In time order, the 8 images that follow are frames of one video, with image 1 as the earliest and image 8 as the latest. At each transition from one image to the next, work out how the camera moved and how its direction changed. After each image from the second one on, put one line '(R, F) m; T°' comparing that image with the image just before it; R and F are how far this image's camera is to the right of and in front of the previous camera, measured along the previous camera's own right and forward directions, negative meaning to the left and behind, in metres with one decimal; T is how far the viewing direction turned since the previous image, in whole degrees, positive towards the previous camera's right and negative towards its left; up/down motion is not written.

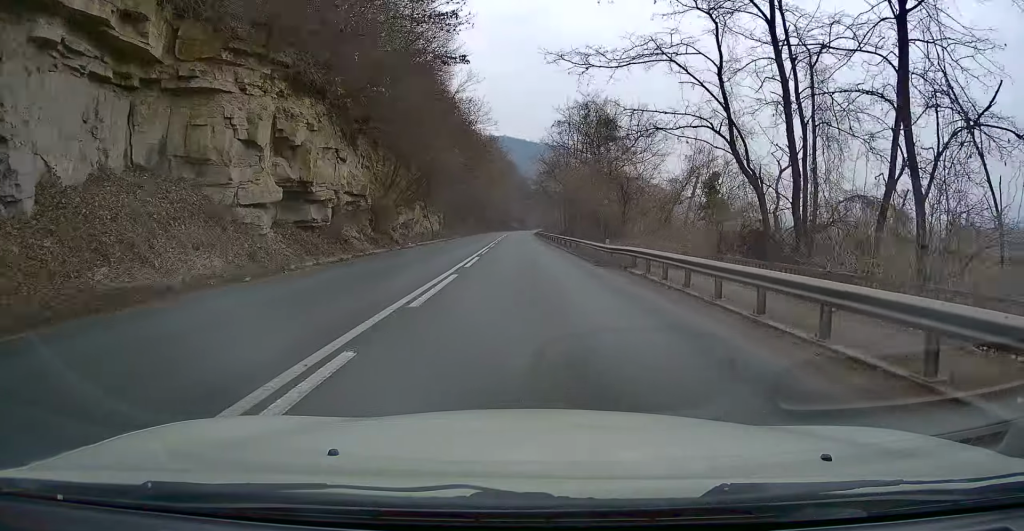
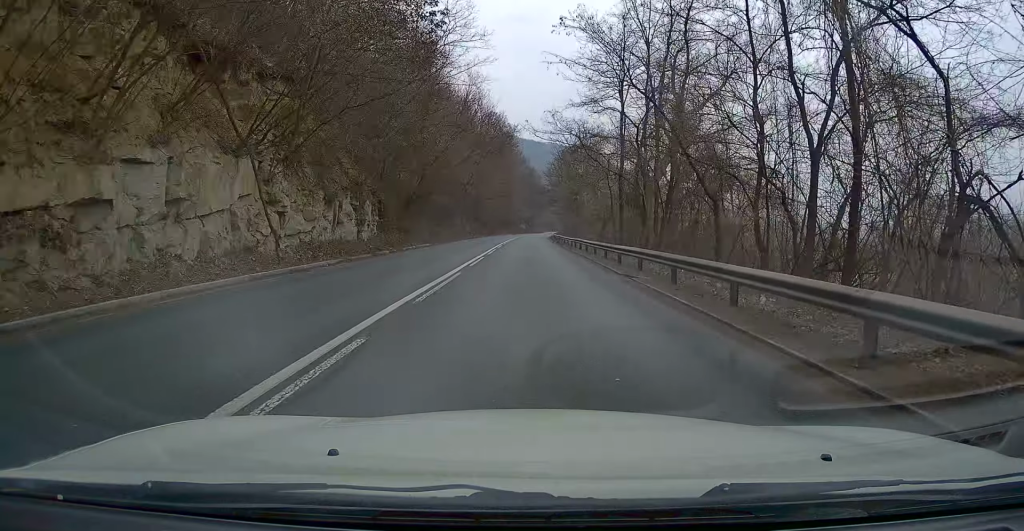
(-0.2, +35.1) m; -1°
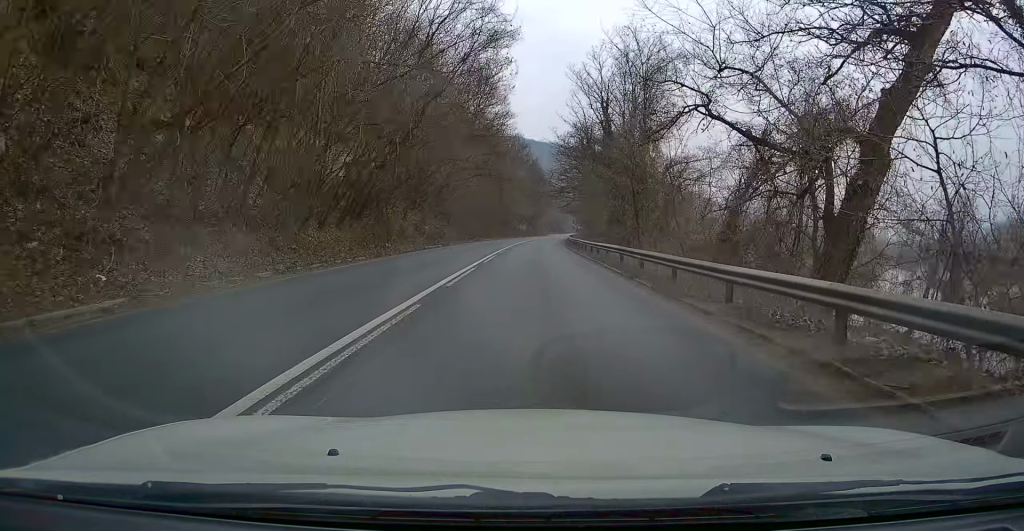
(+0.1, +32.9) m; 0°
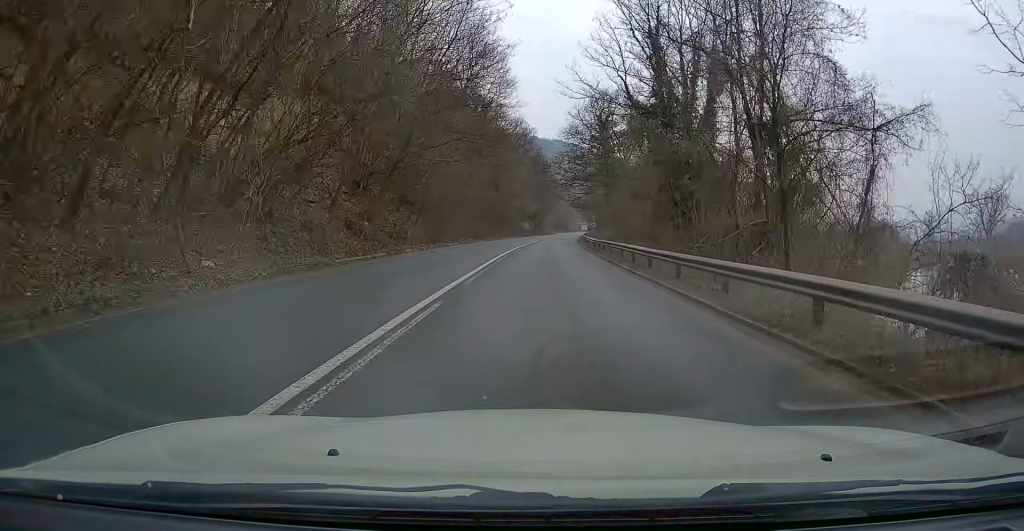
(-0.1, +18.0) m; 0°
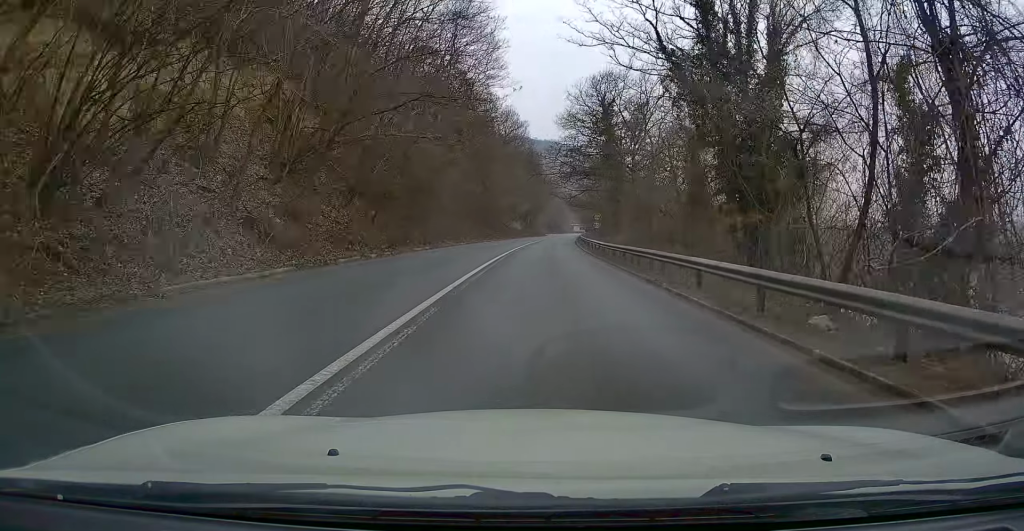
(0.0, +9.3) m; 0°
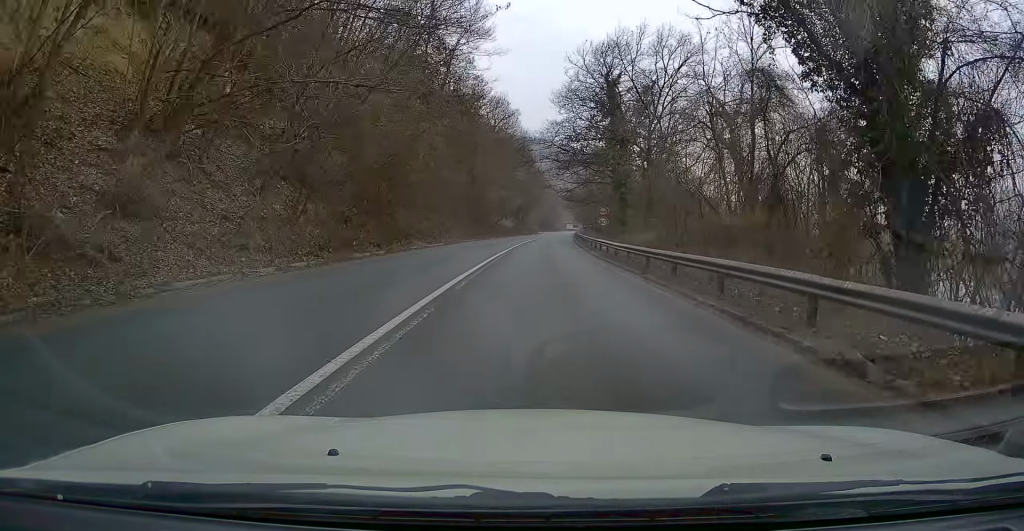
(0.0, +9.2) m; 0°
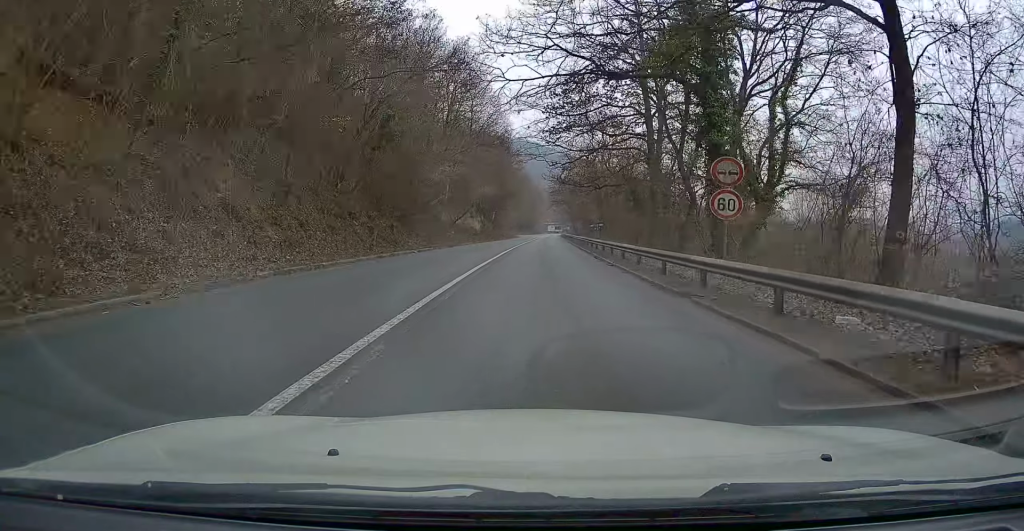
(+0.5, +29.3) m; +3°
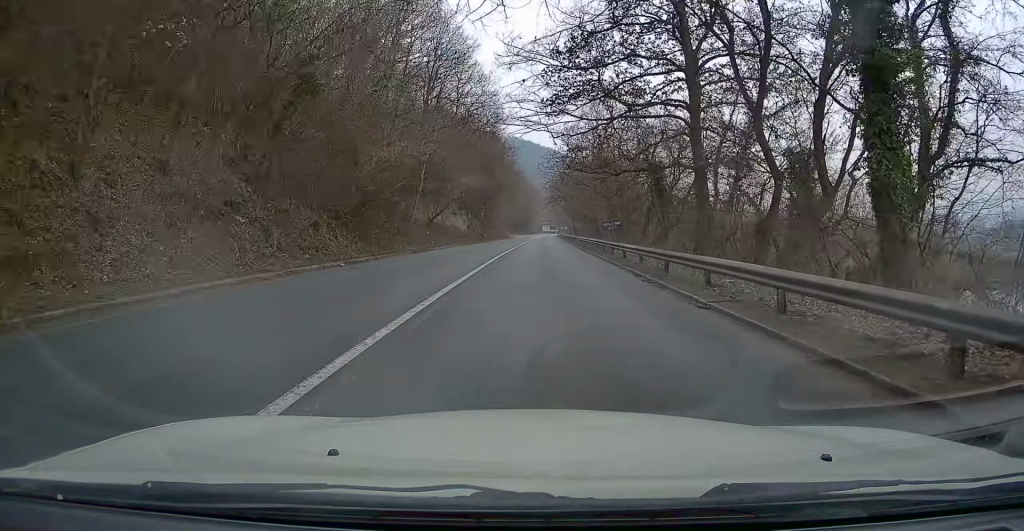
(+0.2, +11.3) m; +2°
